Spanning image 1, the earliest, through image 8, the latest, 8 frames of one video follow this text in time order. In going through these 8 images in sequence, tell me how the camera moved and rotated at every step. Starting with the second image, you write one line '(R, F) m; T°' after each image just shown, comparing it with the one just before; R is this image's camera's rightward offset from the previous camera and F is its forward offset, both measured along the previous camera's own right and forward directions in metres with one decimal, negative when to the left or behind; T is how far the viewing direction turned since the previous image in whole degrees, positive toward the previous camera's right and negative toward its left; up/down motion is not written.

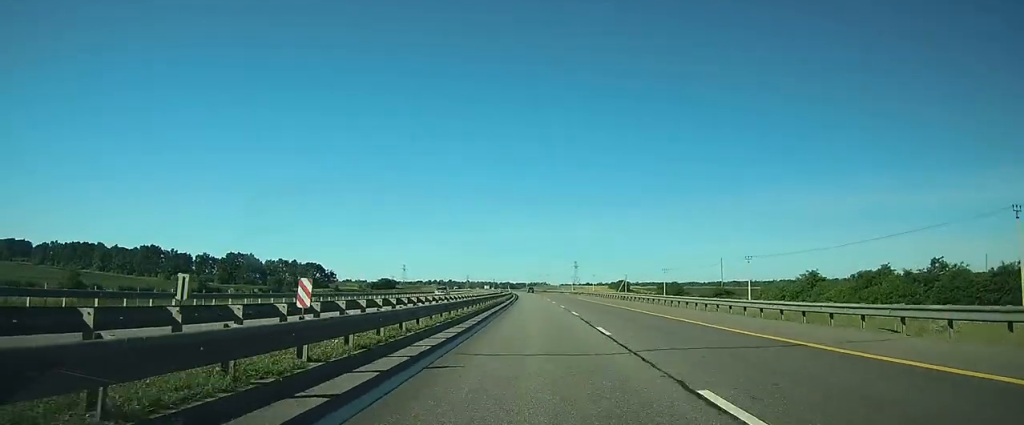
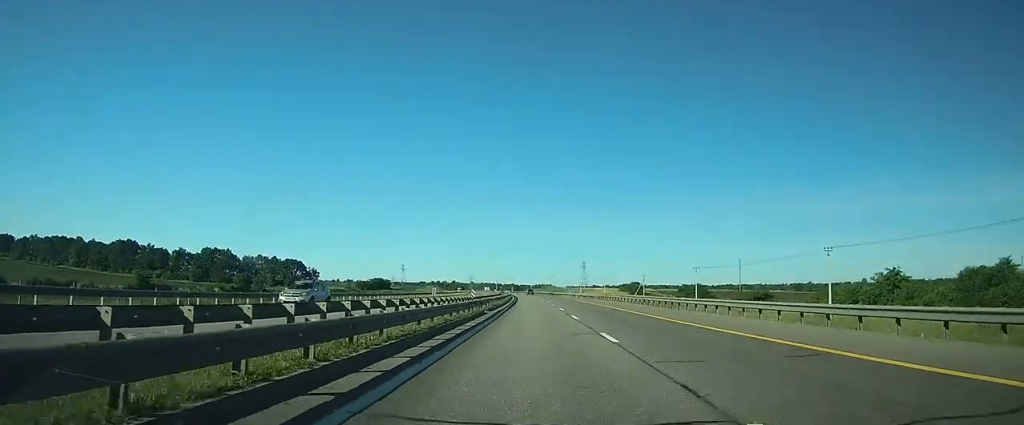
(-0.1, +25.6) m; 0°
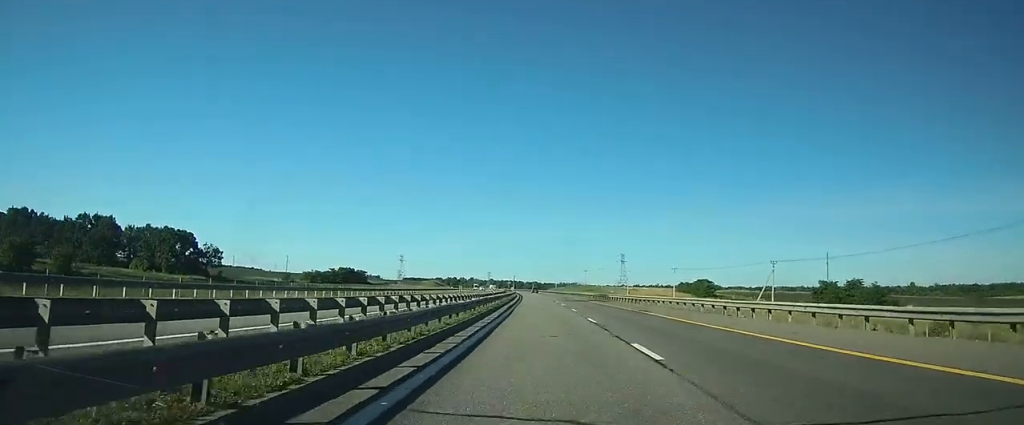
(-0.9, +87.0) m; -2°
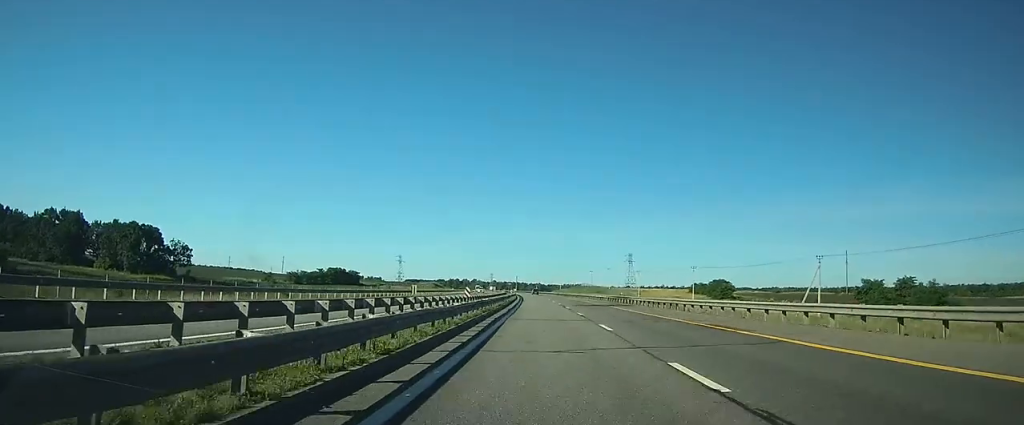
(-0.1, +15.4) m; 0°
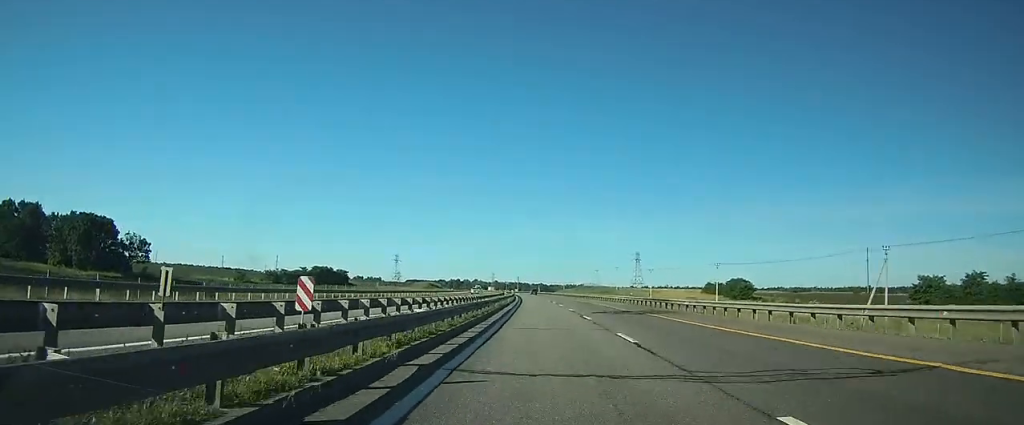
(0.0, +16.4) m; 0°
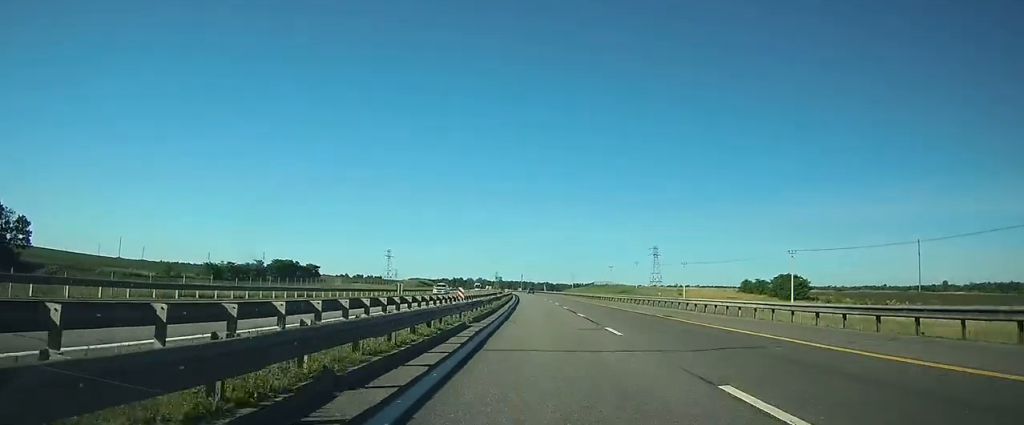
(-0.3, +33.9) m; -1°
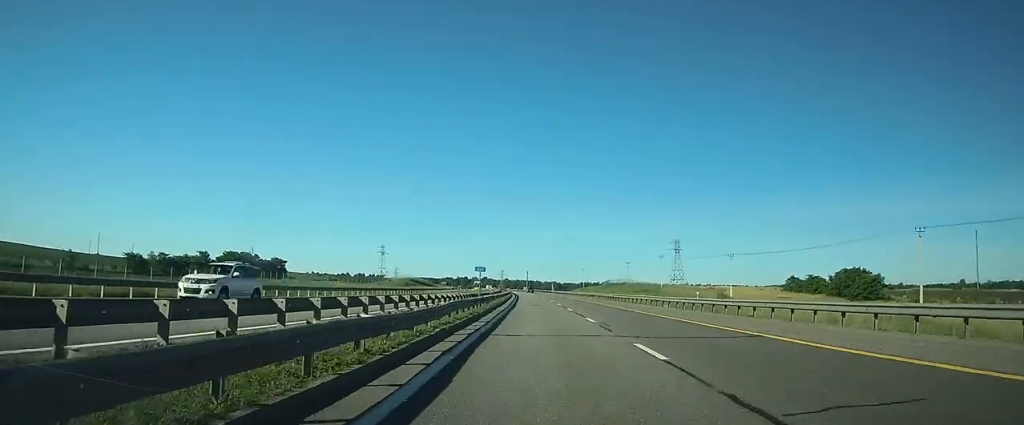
(-0.3, +29.8) m; -1°
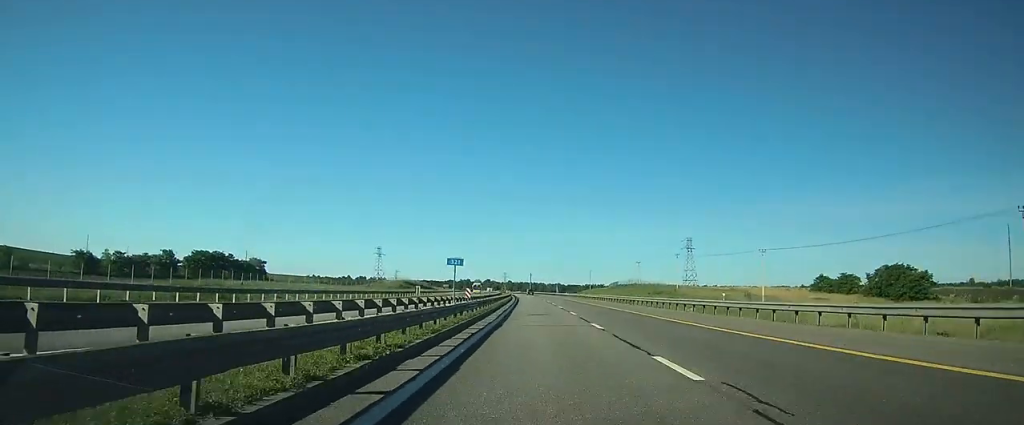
(0.0, +14.4) m; 0°
